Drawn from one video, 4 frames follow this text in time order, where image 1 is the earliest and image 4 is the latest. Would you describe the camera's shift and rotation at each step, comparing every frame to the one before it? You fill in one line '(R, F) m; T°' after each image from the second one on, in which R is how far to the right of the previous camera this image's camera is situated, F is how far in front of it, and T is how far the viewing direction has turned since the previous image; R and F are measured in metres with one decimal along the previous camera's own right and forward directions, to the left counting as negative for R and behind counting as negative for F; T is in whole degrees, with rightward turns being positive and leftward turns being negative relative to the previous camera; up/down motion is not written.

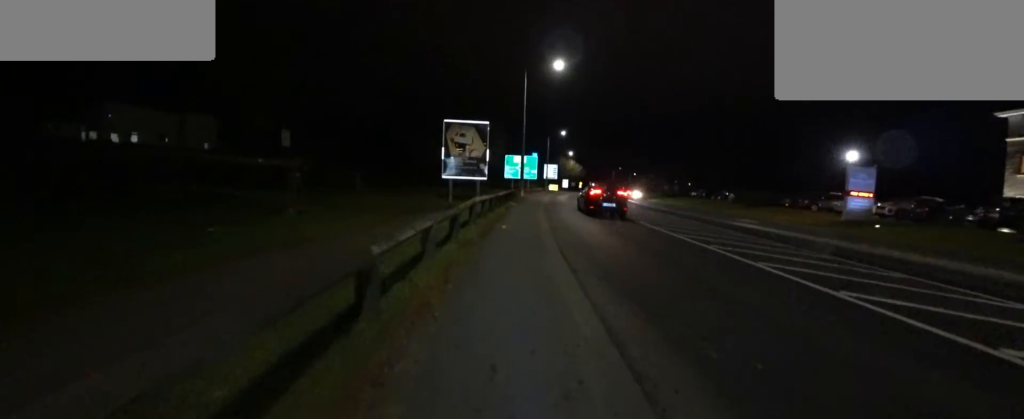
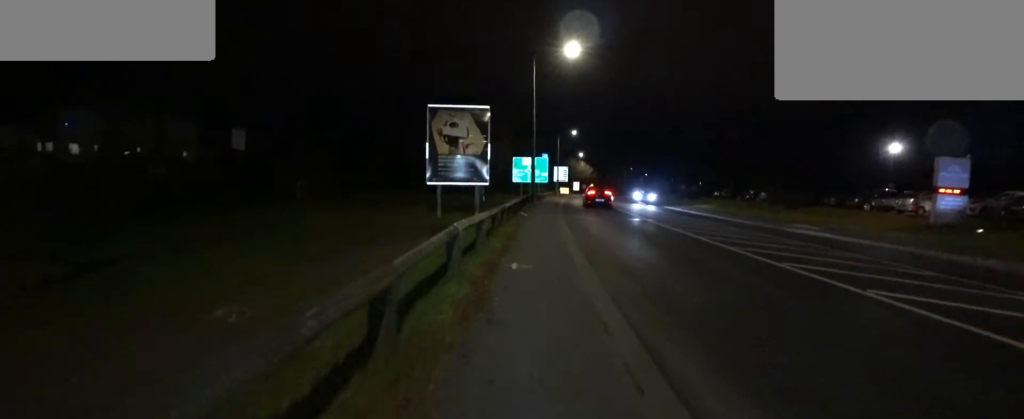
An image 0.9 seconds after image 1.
(-0.7, +4.7) m; -2°
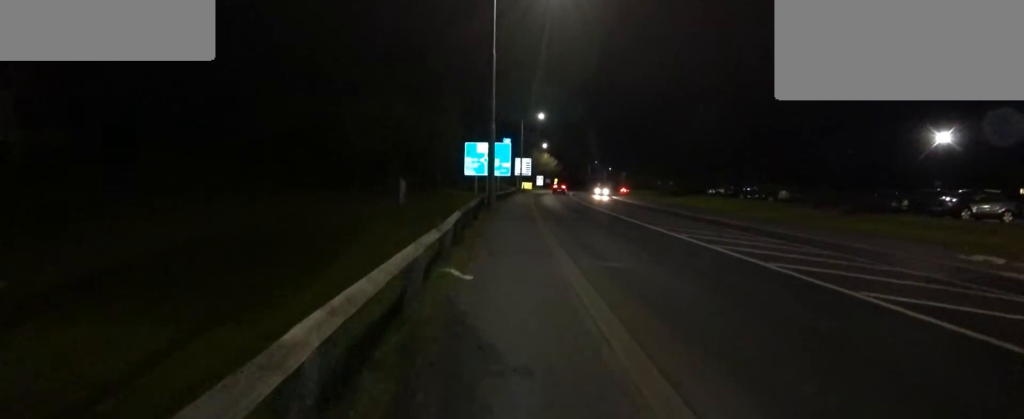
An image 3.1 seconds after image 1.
(+1.4, +11.5) m; +1°
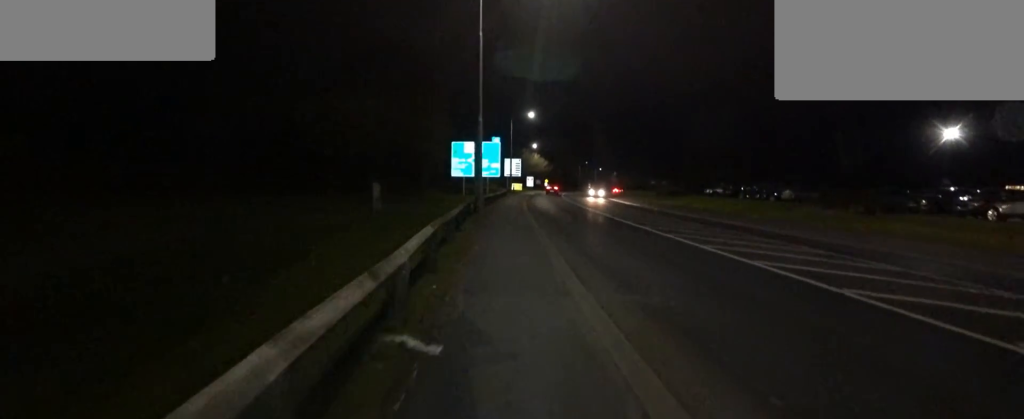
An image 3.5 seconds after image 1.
(-0.3, +2.2) m; -1°
